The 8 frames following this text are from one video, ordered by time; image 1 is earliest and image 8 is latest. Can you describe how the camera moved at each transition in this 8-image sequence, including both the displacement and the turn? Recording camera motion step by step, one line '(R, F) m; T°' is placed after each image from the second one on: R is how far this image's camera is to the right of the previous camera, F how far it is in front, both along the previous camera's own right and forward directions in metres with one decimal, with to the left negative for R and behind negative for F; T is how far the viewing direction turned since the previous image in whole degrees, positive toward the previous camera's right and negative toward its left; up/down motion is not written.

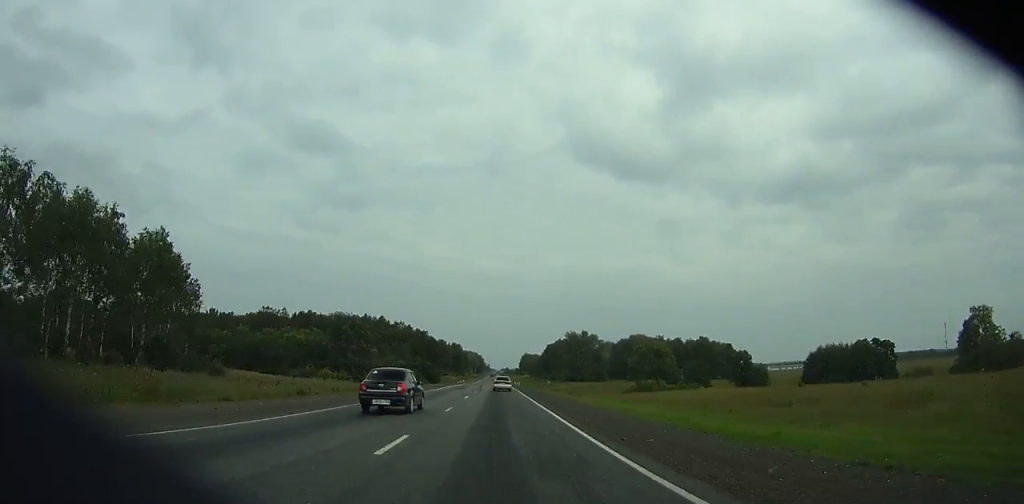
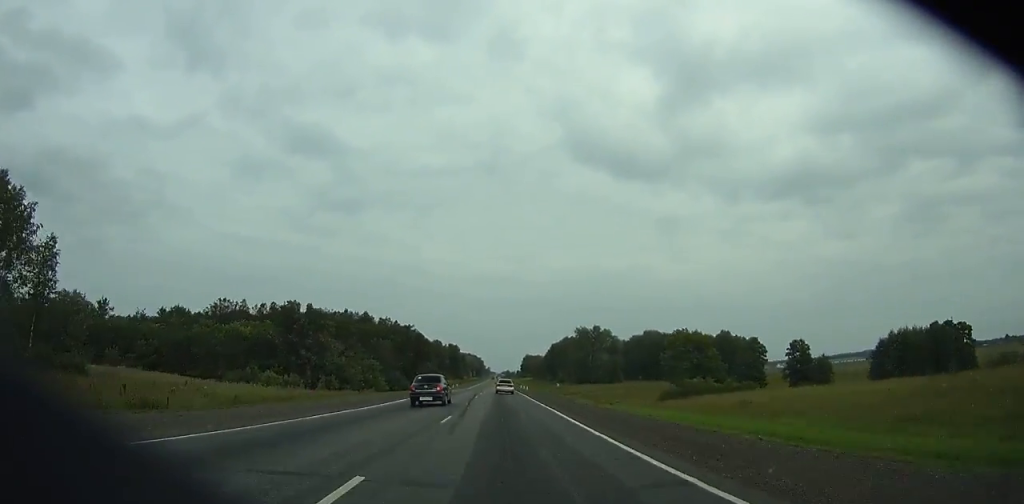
(-0.1, +28.1) m; 0°
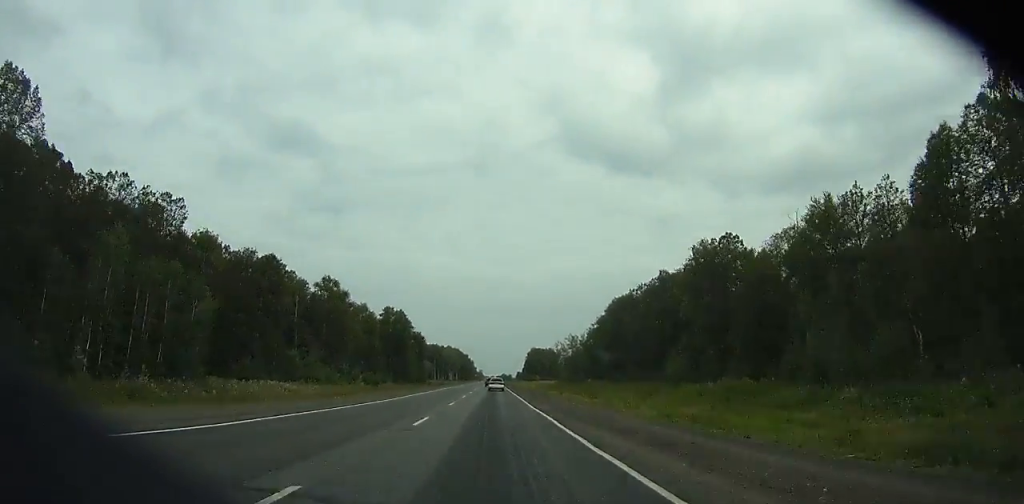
(+0.8, +194.4) m; 0°
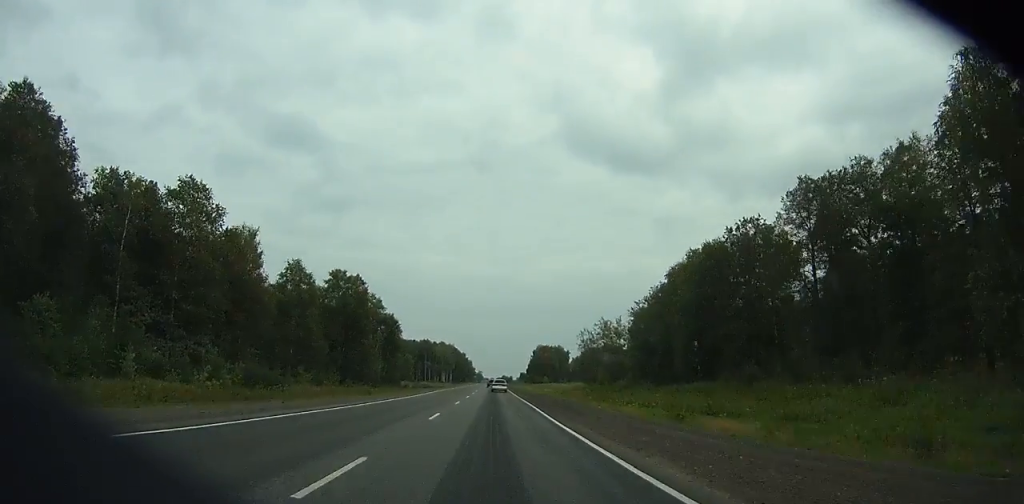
(-0.2, +58.5) m; 0°
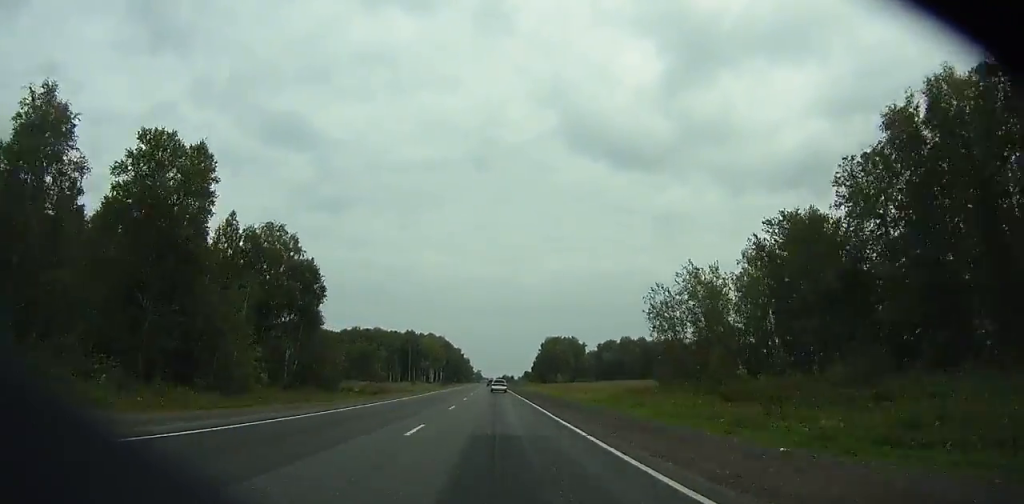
(+0.2, +64.5) m; 0°
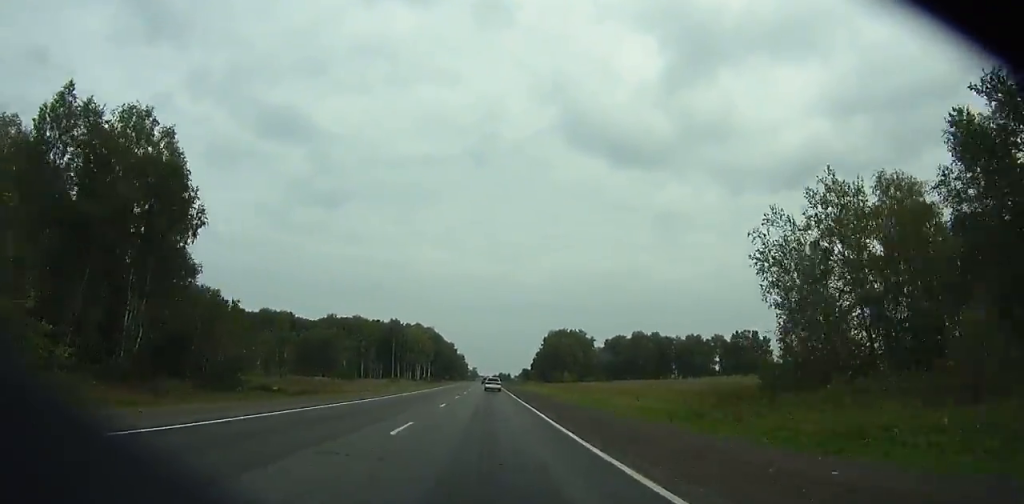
(+0.1, +35.1) m; 0°
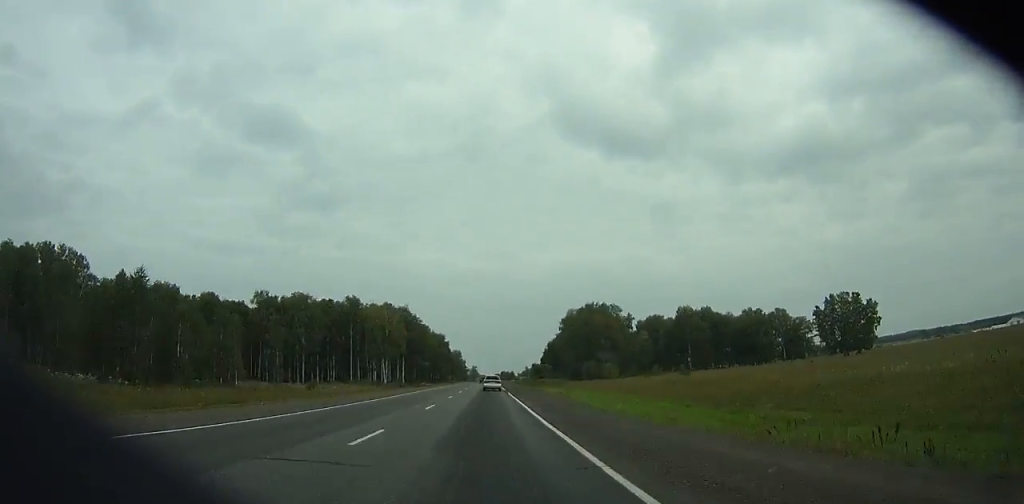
(+0.2, +72.2) m; 0°
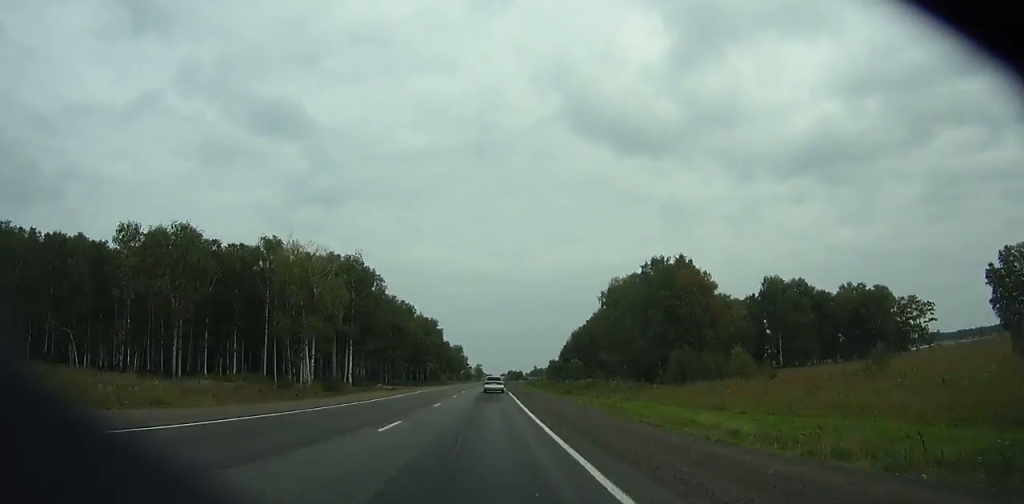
(0.0, +68.5) m; 0°
